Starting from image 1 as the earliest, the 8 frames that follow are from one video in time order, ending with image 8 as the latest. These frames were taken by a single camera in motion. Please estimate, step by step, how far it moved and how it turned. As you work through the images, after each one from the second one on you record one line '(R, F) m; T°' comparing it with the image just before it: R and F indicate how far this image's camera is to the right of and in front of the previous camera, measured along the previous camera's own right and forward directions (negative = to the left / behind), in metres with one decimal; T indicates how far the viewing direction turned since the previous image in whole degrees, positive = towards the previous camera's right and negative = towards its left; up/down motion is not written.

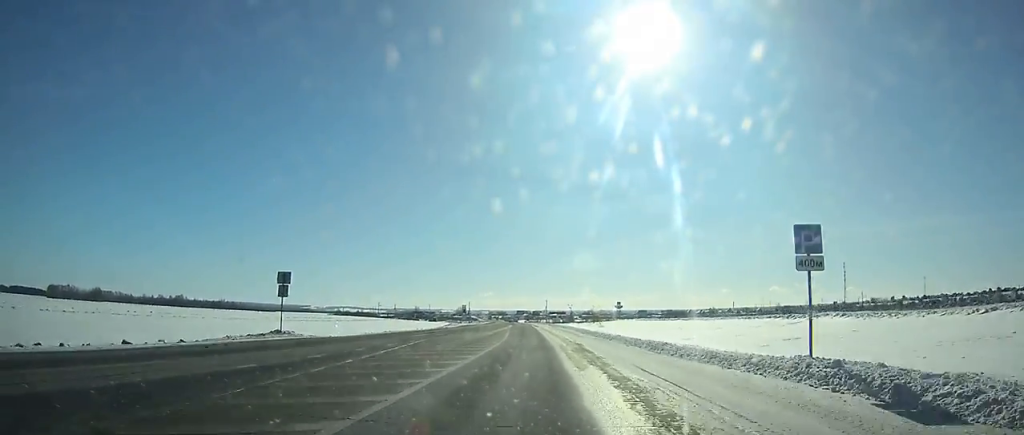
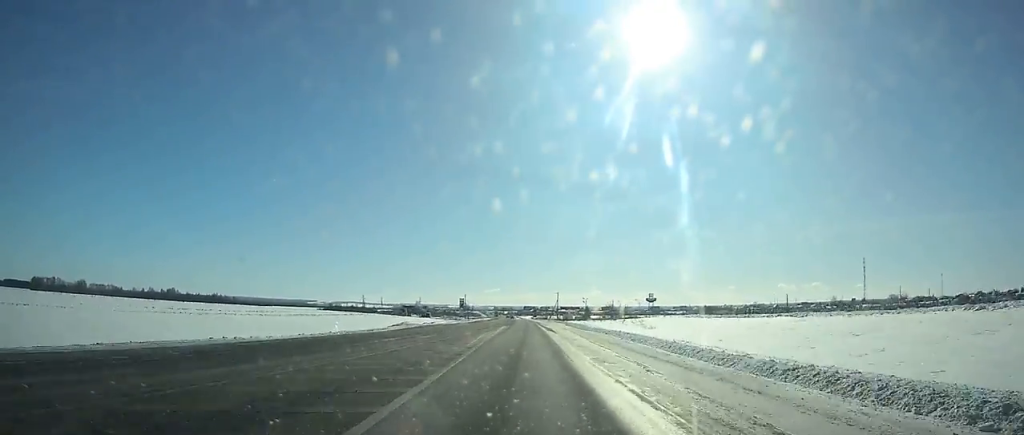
(+0.3, +40.9) m; 0°
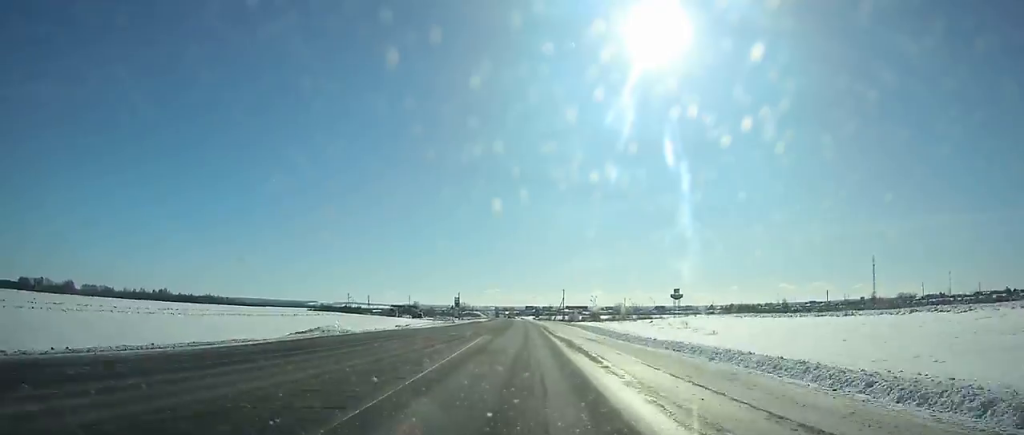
(-0.2, +25.6) m; 0°
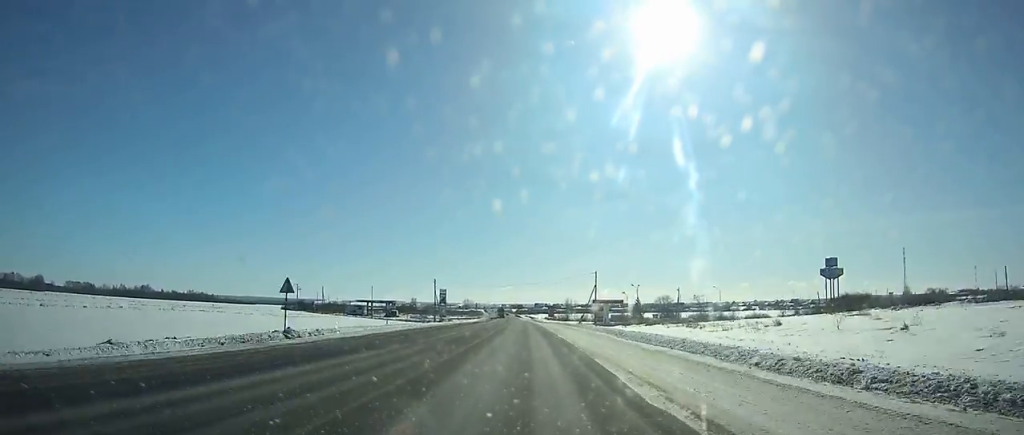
(-0.1, +64.7) m; 0°
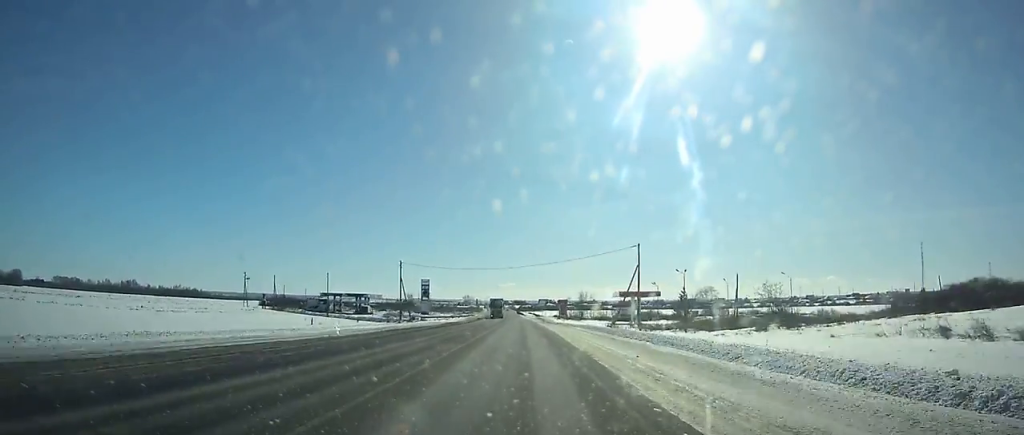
(-0.2, +40.2) m; -1°
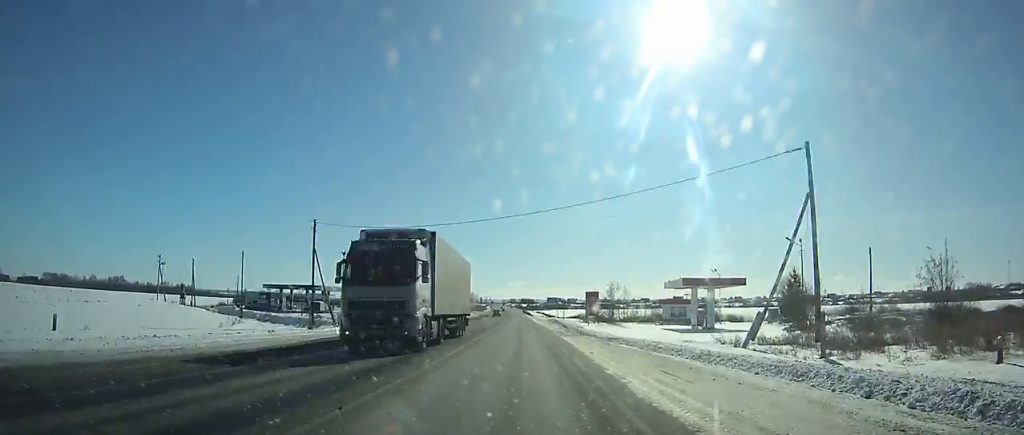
(-0.2, +43.1) m; -1°
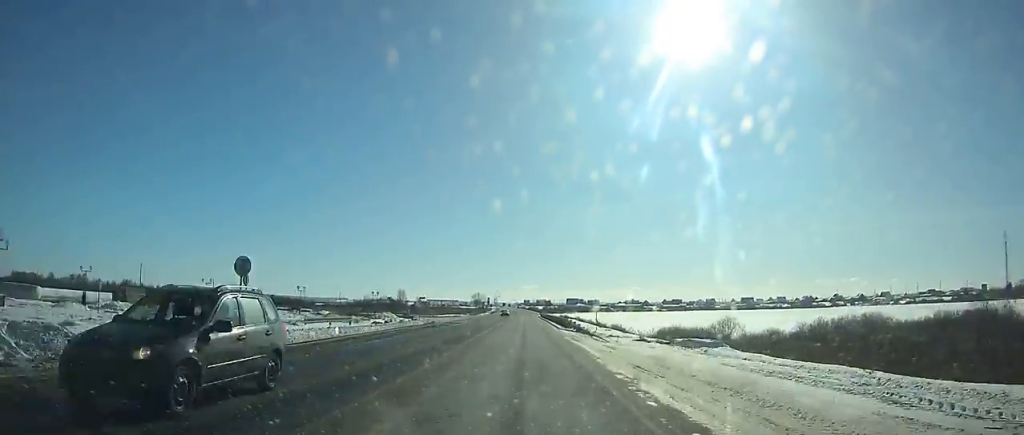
(-1.5, +99.8) m; -1°
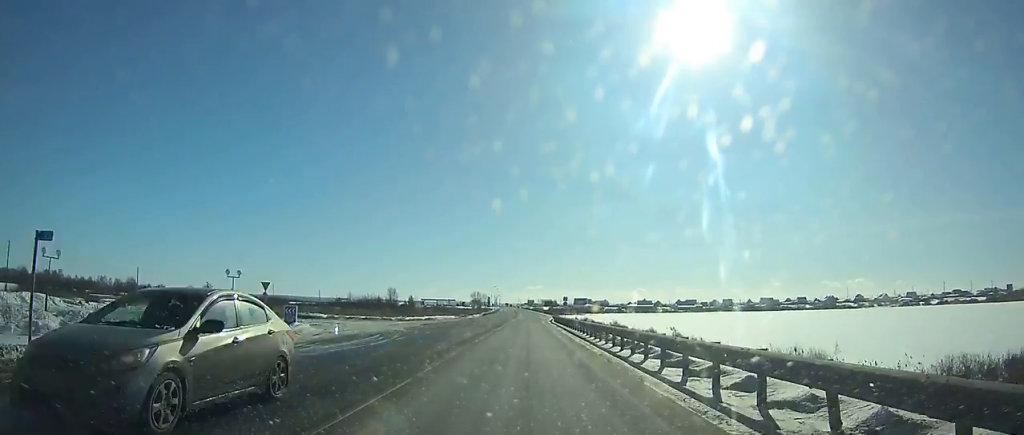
(-0.1, +46.9) m; 0°
